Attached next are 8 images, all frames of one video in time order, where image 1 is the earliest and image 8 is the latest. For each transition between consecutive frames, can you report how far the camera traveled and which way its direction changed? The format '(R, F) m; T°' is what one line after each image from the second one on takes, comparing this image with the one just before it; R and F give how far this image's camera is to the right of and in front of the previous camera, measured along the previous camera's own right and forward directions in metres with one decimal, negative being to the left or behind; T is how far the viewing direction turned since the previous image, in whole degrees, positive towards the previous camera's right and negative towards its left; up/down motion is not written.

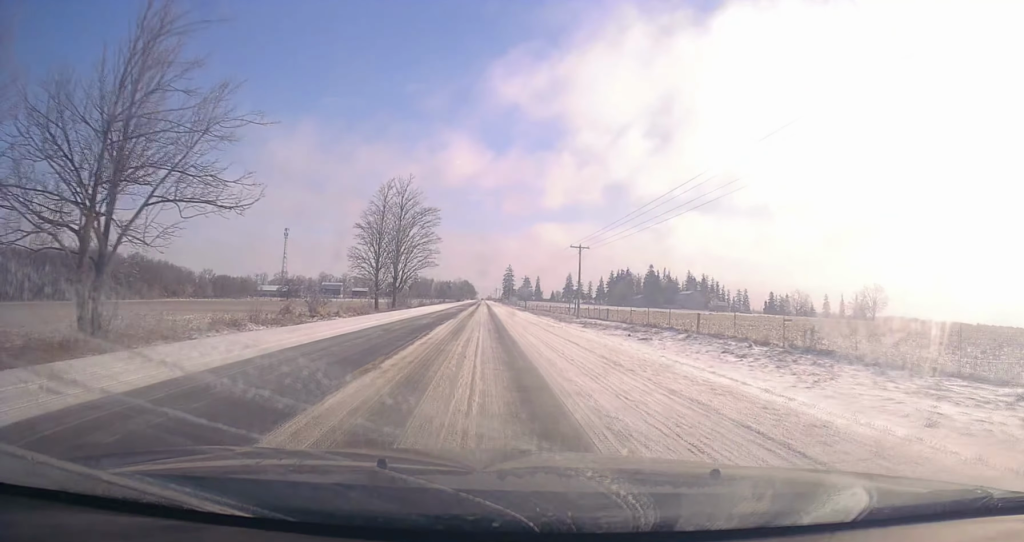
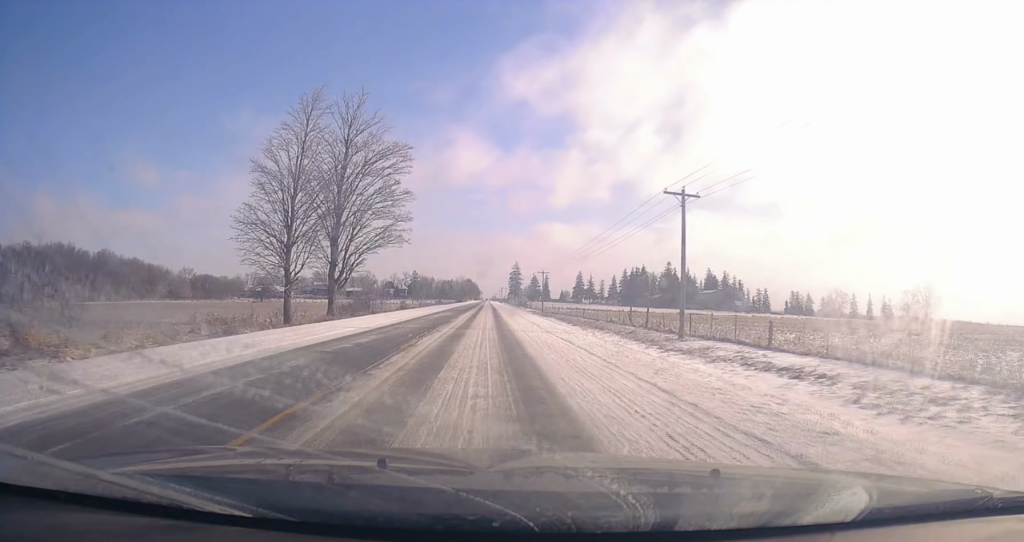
(+0.4, +32.2) m; 0°
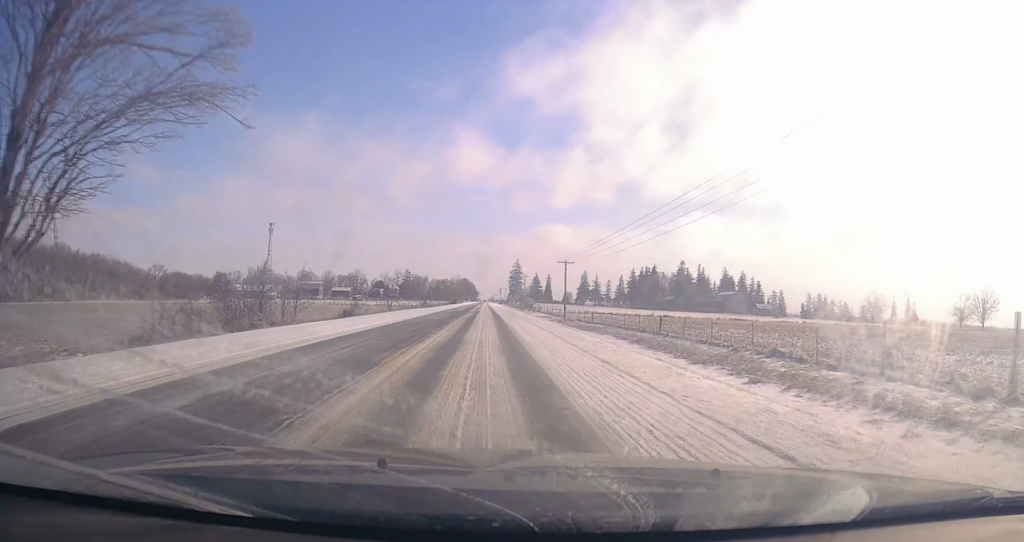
(-0.5, +32.1) m; 0°
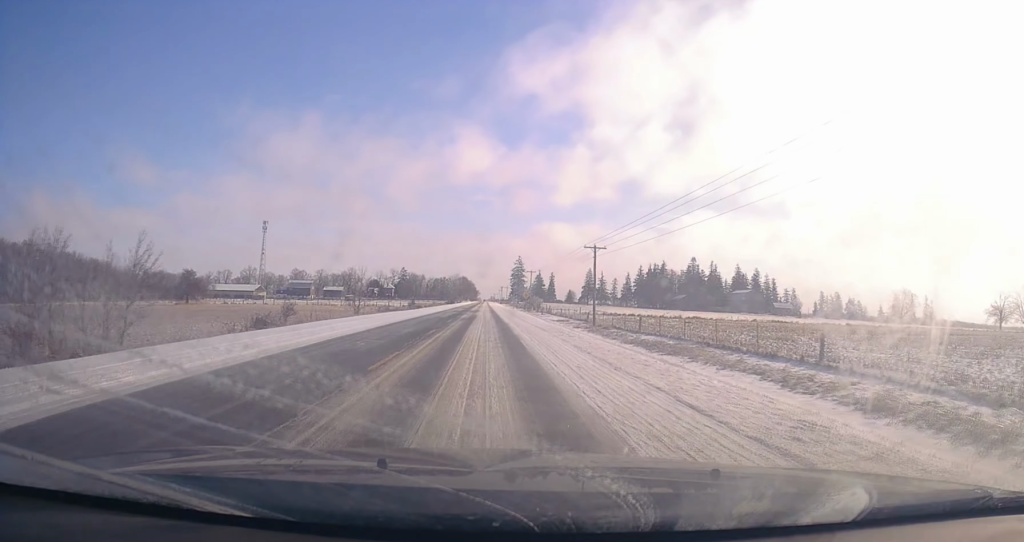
(+0.6, +20.9) m; 0°
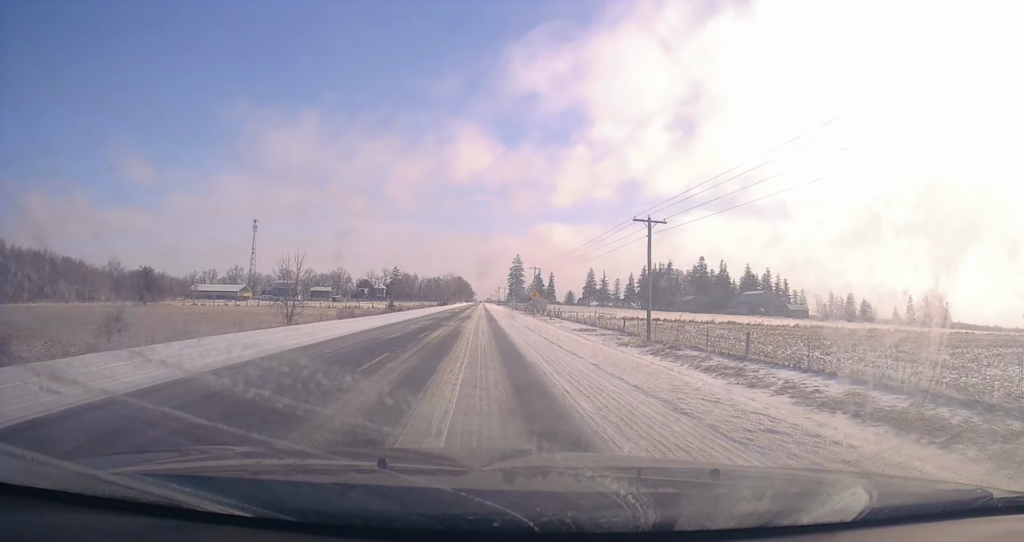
(-0.6, +19.5) m; 0°
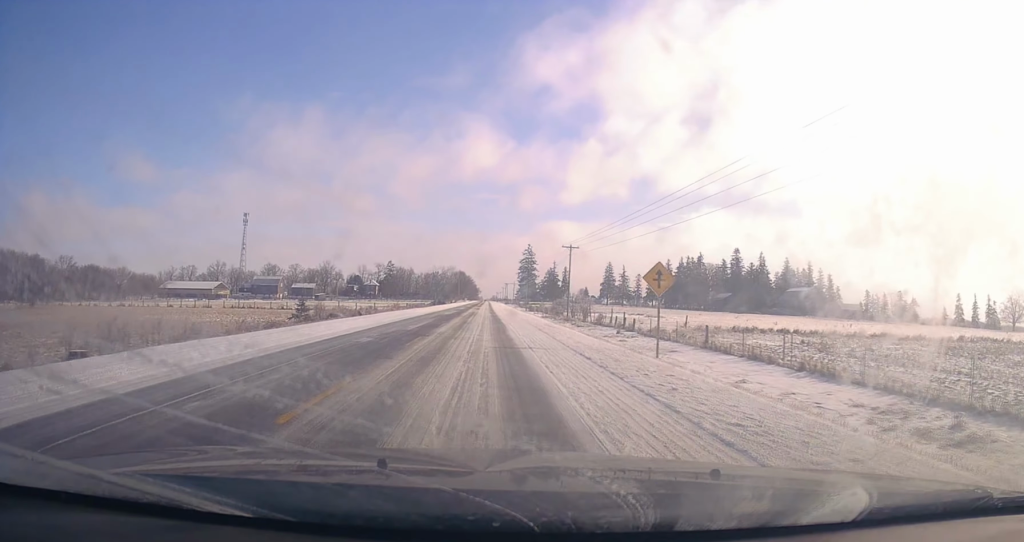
(+0.5, +41.7) m; +1°
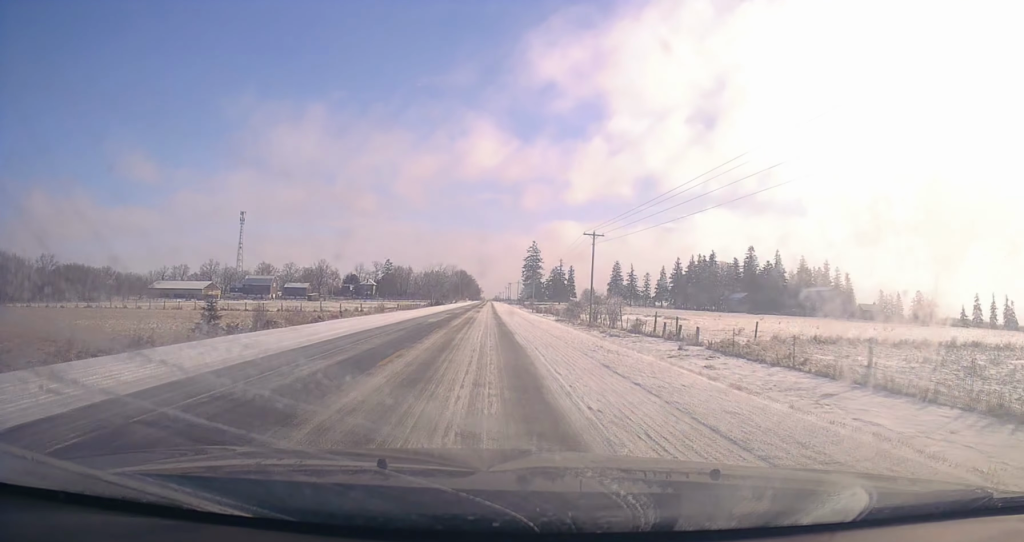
(0.0, +14.5) m; 0°
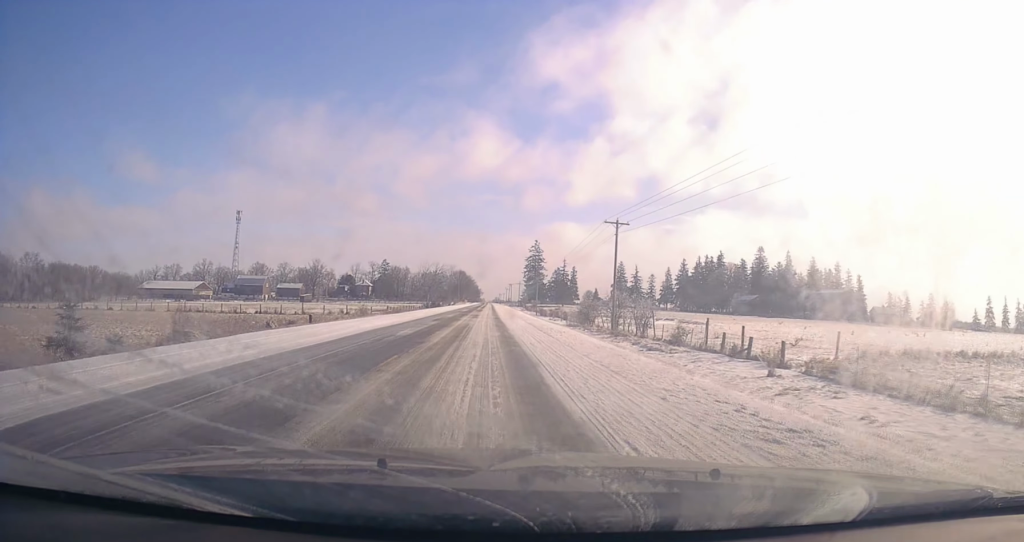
(+0.2, +10.2) m; 0°
